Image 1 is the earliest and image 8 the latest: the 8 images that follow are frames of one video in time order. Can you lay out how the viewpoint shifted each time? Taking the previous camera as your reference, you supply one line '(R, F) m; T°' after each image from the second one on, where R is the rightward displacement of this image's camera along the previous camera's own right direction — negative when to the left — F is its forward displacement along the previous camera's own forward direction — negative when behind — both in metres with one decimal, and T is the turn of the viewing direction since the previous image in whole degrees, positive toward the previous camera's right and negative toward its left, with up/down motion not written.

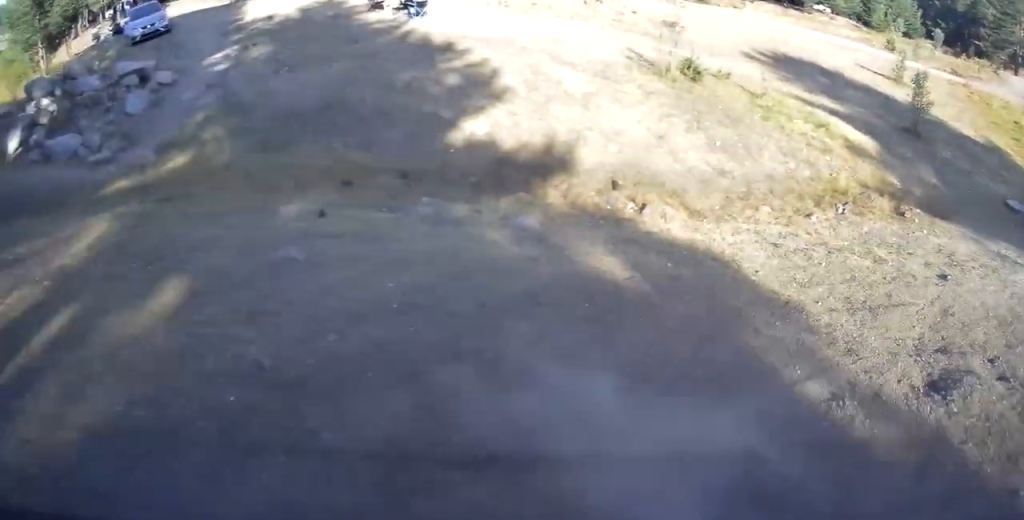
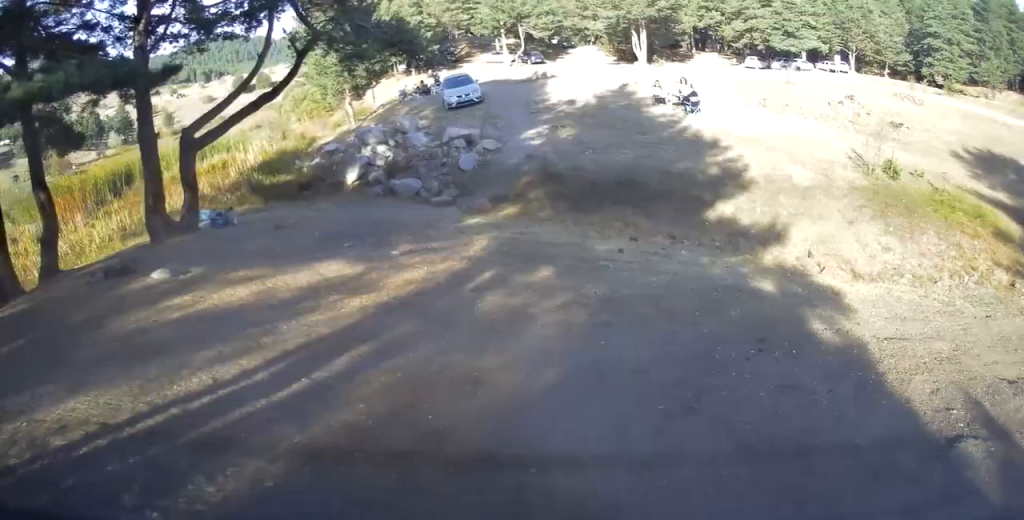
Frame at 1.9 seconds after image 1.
(-1.8, +4.0) m; -35°
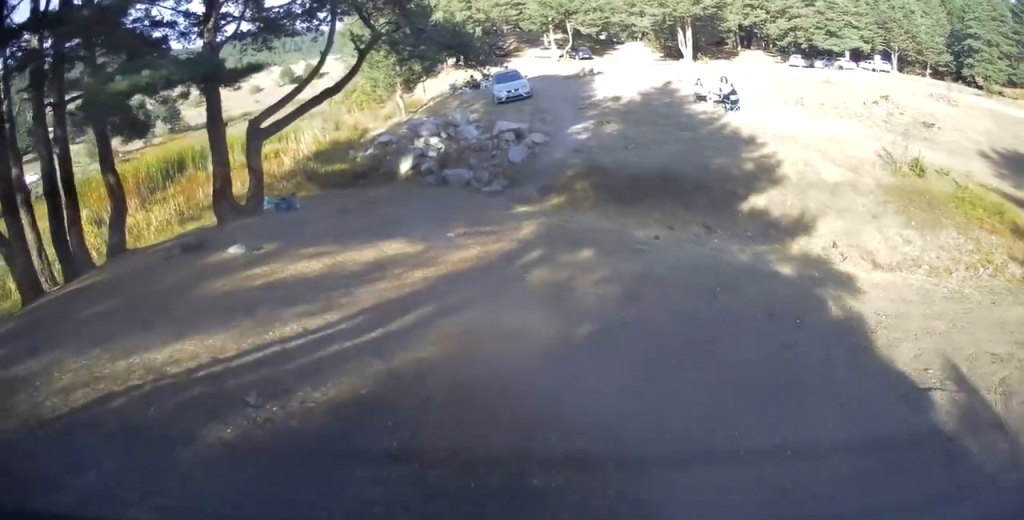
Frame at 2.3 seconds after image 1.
(0.0, +1.1) m; -4°
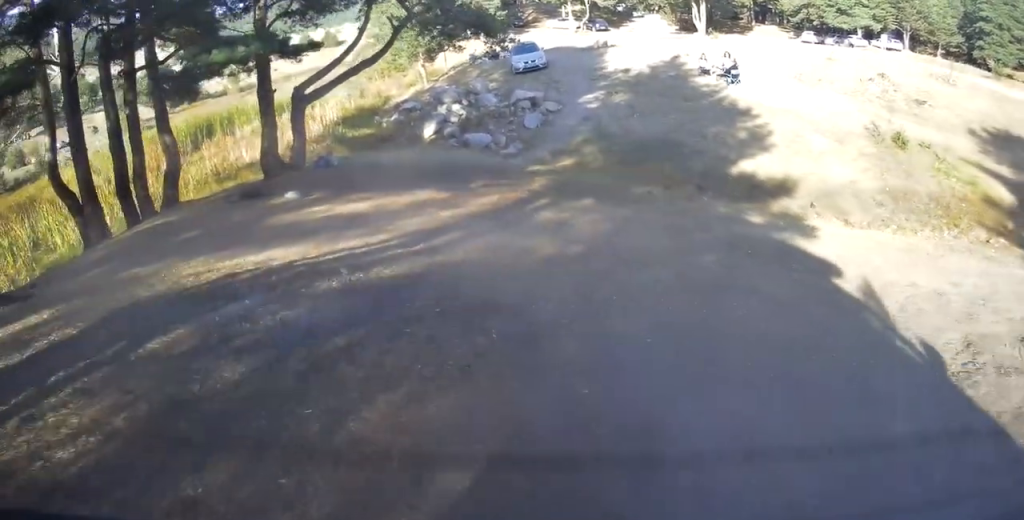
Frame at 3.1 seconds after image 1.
(-0.2, +1.9) m; -3°
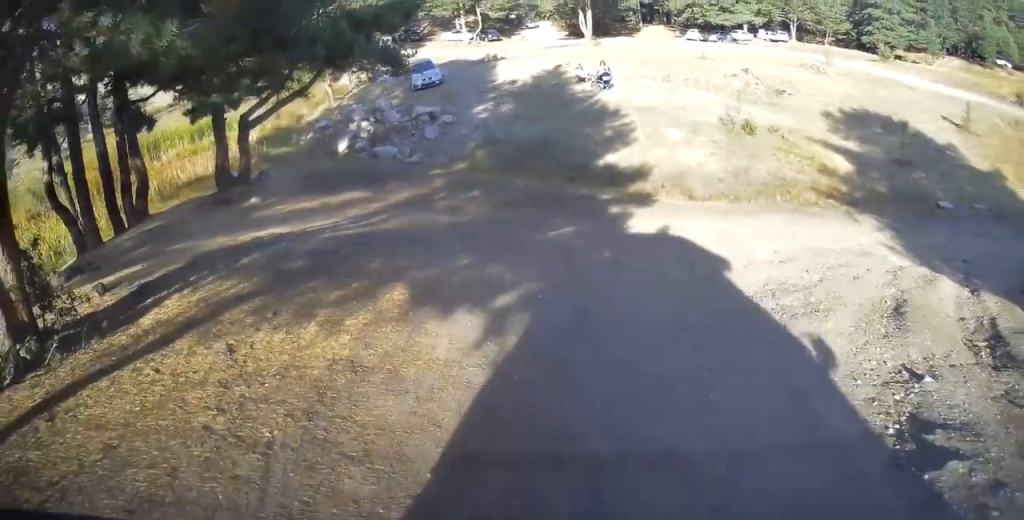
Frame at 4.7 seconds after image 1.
(0.0, +3.9) m; +2°
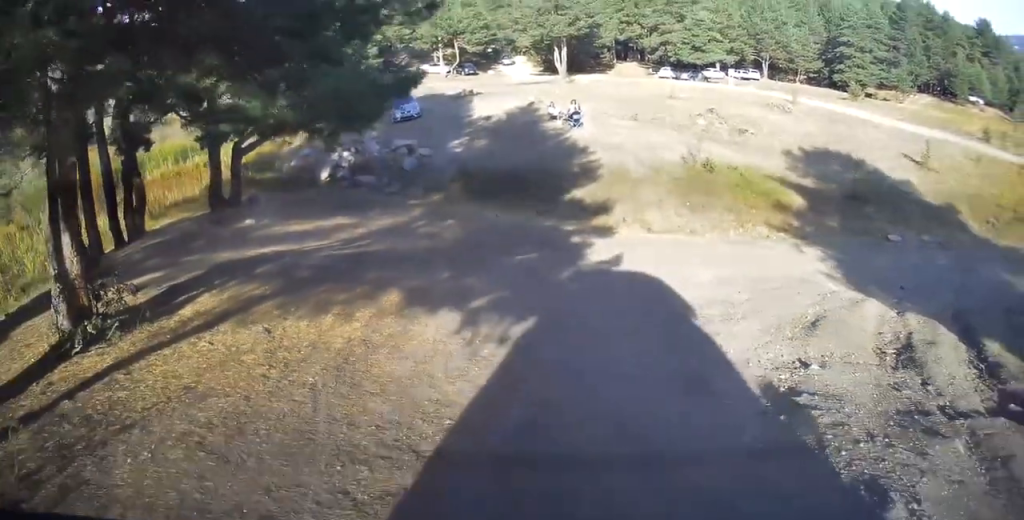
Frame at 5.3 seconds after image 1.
(0.0, +1.5) m; +1°
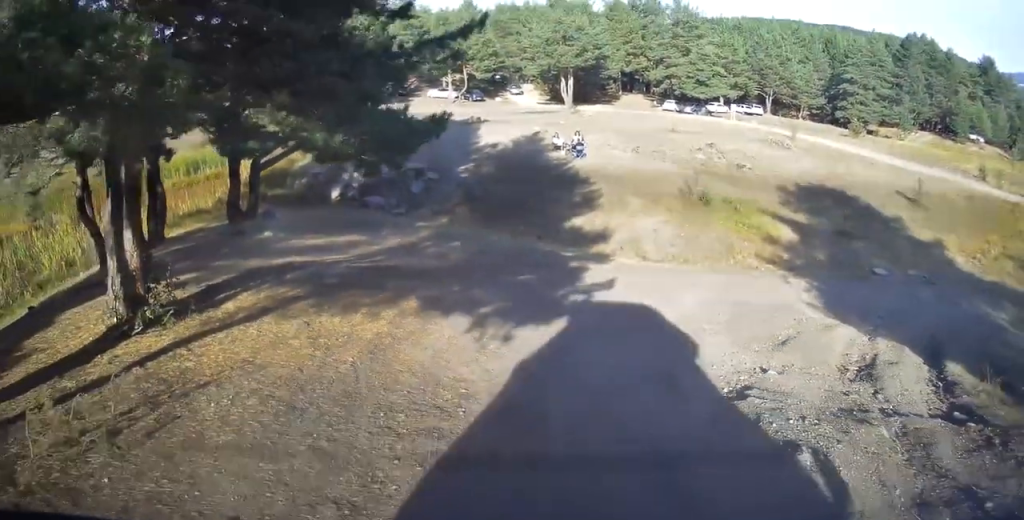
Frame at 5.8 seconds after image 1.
(0.0, +1.3) m; -1°
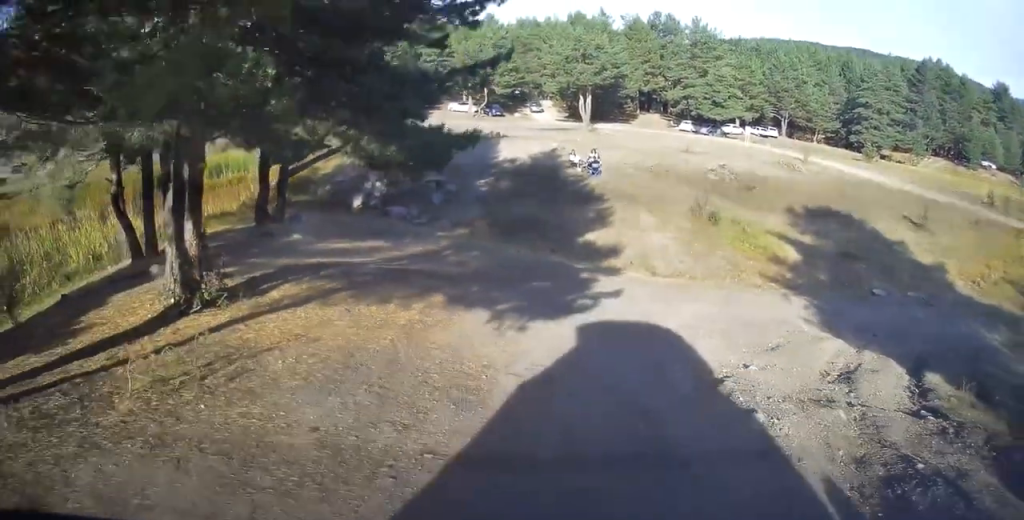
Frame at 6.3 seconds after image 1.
(0.0, +1.2) m; -1°
